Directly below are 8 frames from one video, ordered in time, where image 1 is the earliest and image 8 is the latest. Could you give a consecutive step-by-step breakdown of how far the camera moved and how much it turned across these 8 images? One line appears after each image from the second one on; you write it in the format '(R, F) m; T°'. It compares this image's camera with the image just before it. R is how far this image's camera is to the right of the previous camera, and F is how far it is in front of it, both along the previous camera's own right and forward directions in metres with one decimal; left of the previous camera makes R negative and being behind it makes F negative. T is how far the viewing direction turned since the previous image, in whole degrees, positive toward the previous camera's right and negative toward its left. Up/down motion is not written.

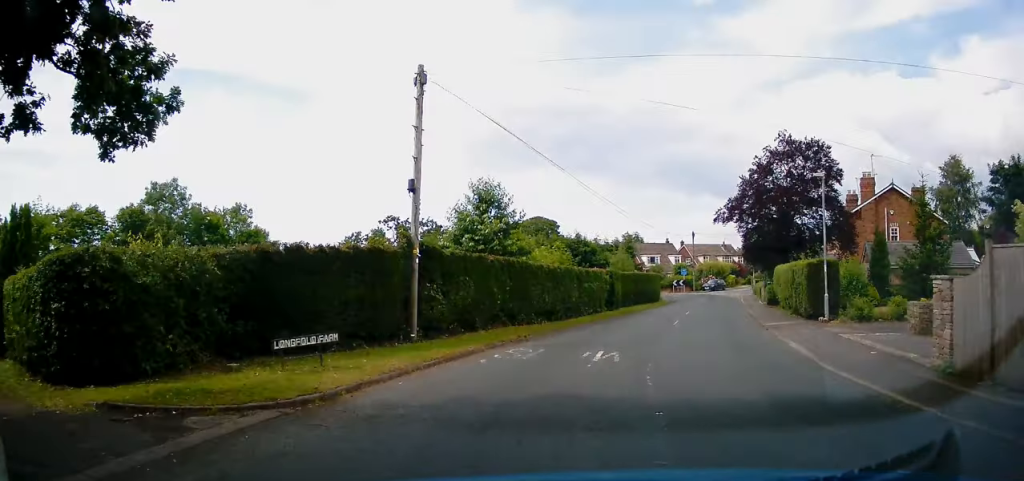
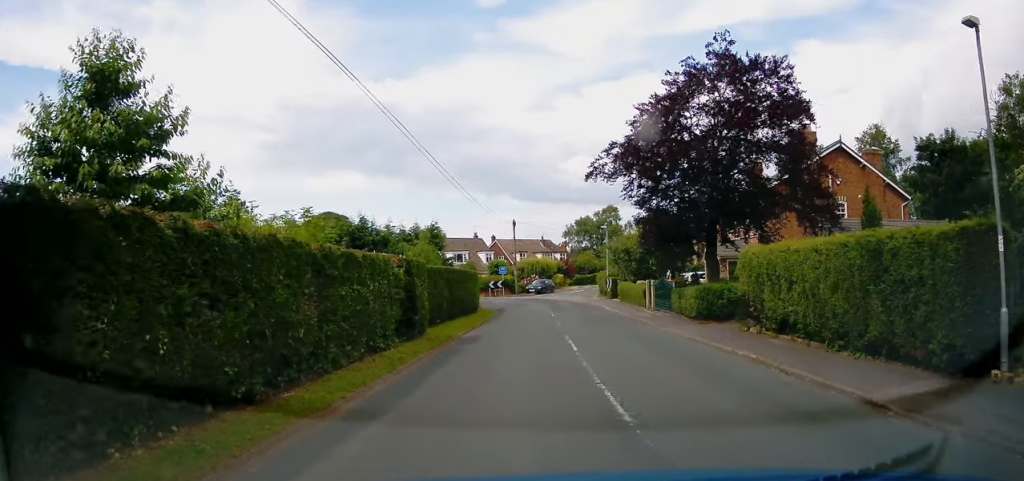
(+2.5, +14.5) m; +15°
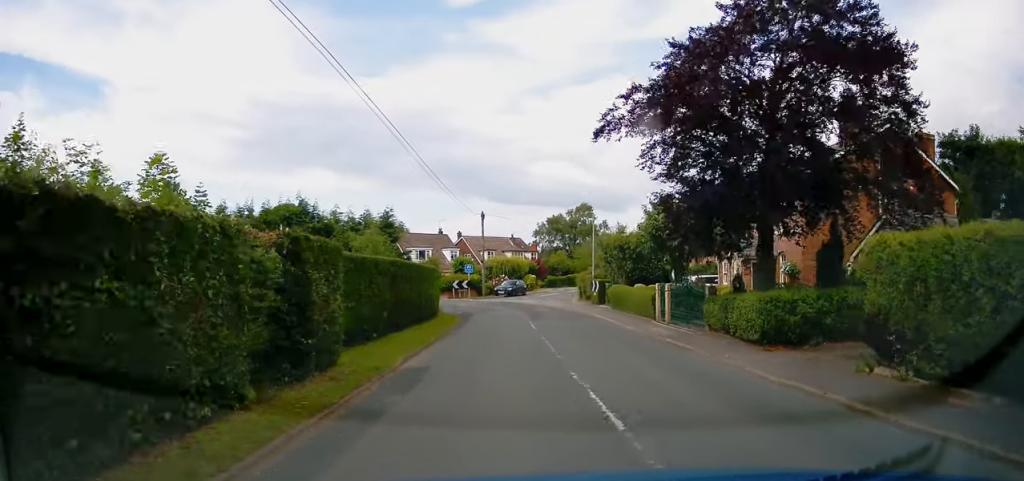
(+0.3, +6.2) m; +3°
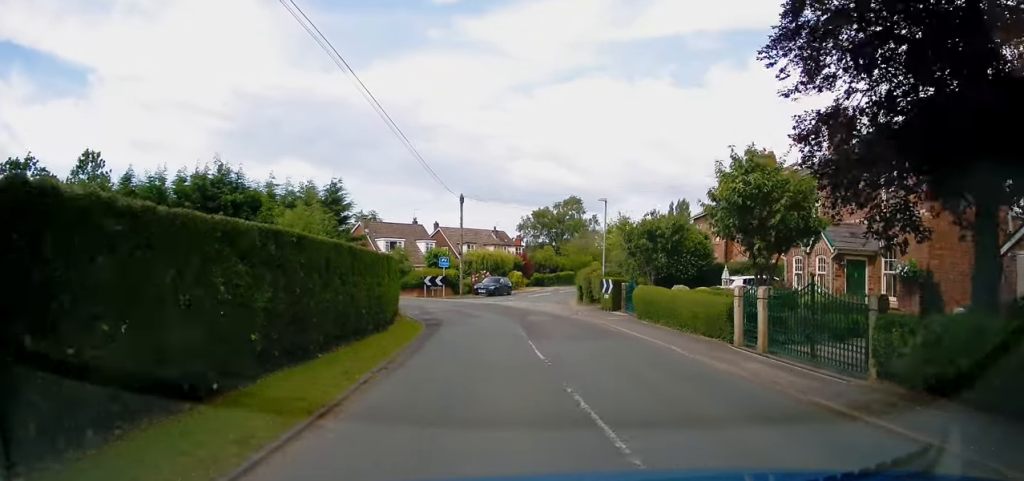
(+0.1, +8.4) m; +2°
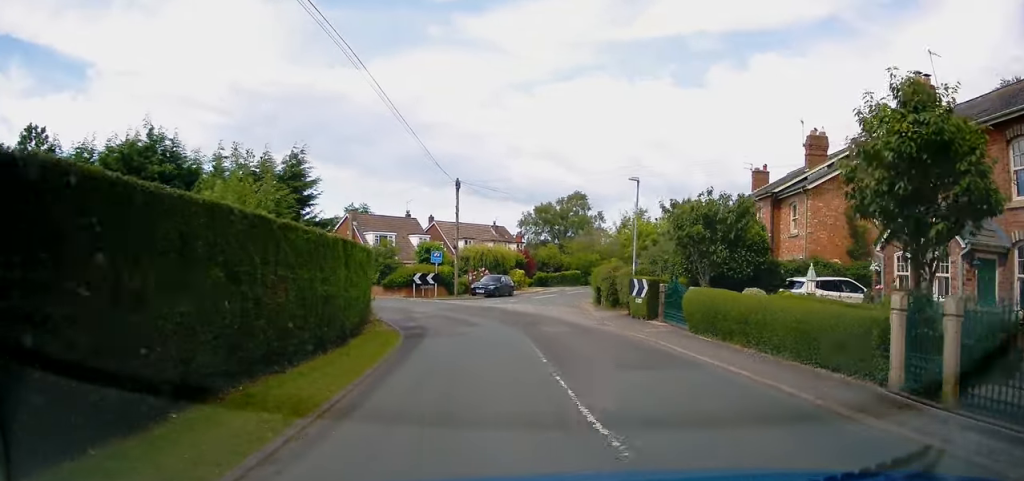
(0.0, +5.4) m; 0°
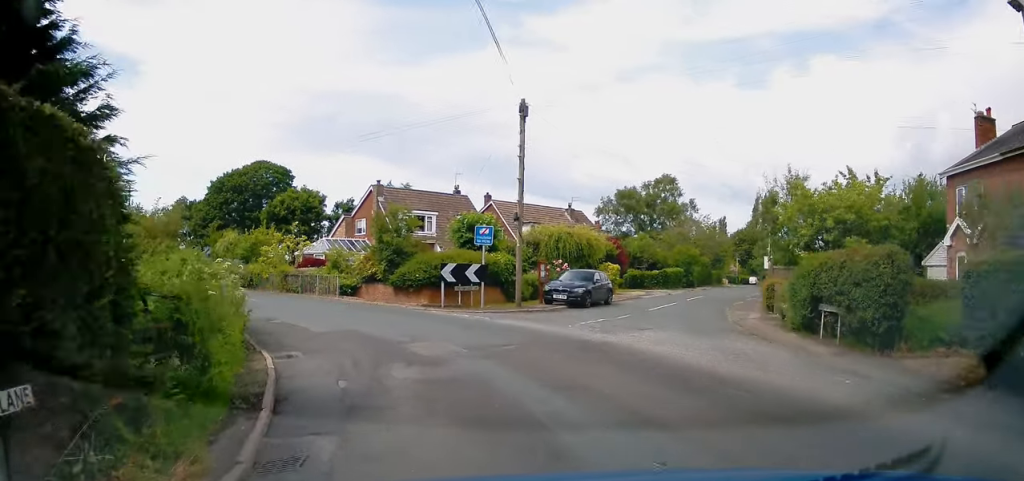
(-0.1, +15.8) m; -9°
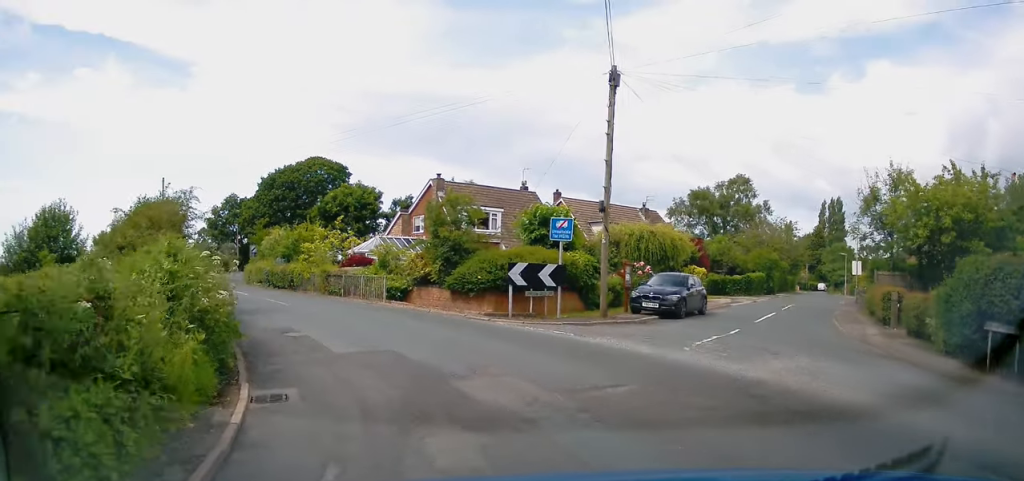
(0.0, +3.8) m; -6°
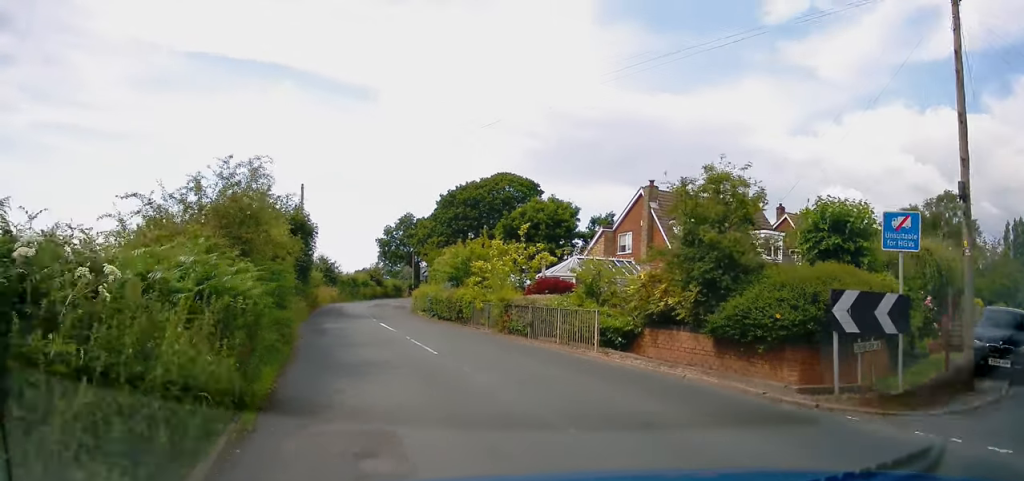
(-1.0, +7.8) m; -17°
